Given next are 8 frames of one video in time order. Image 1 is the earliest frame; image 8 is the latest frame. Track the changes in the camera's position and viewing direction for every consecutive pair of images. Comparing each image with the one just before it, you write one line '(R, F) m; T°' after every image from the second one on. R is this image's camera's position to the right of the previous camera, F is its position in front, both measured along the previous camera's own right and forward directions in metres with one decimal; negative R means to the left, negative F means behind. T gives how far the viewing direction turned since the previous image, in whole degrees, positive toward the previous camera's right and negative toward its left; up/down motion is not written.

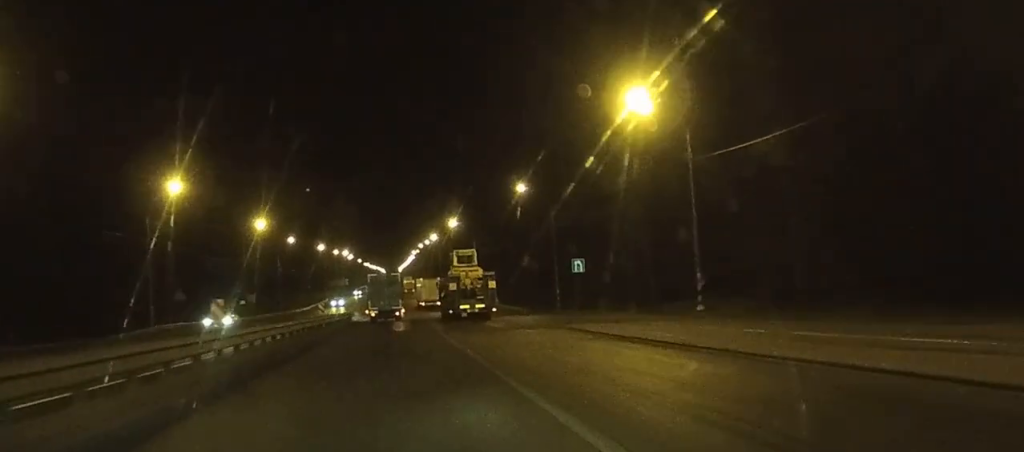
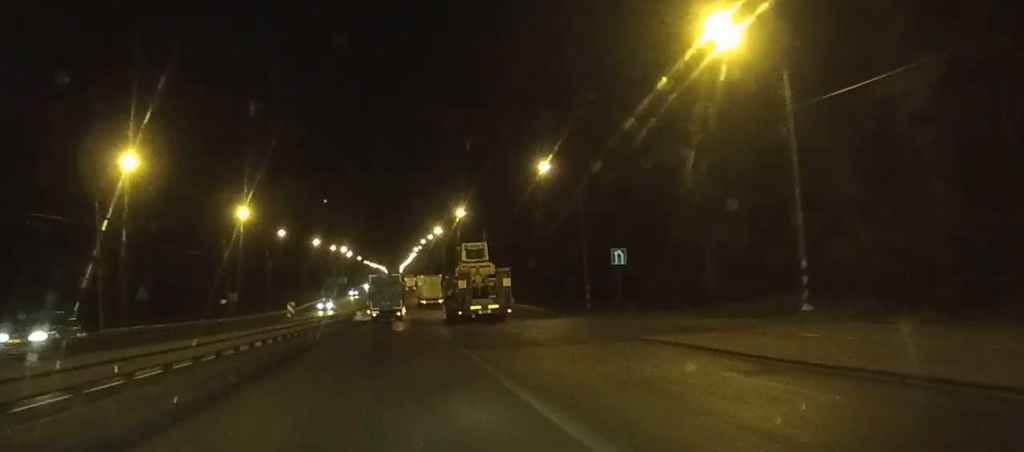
(0.0, +11.9) m; 0°
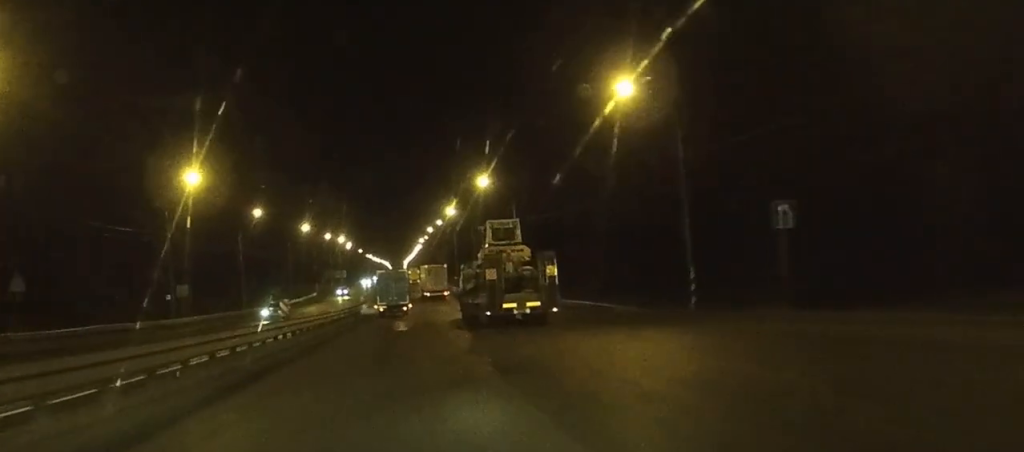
(-0.1, +23.2) m; 0°
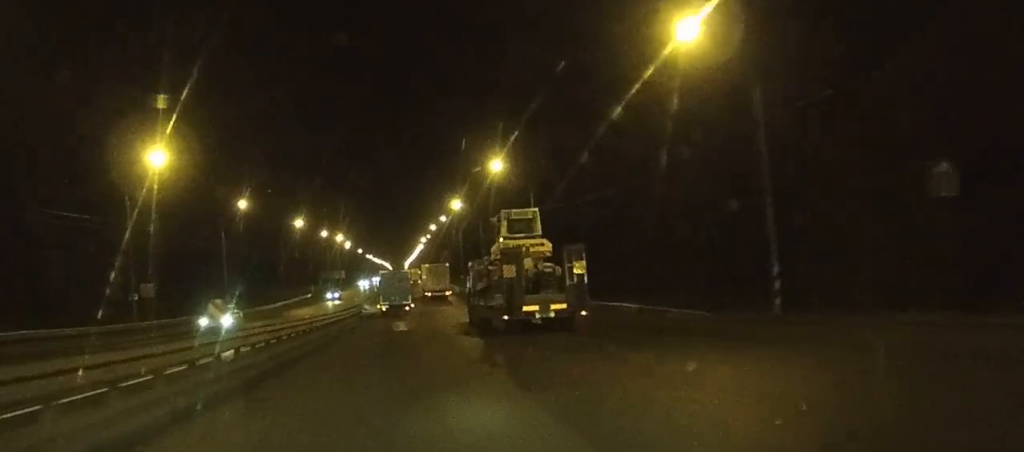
(0.0, +9.9) m; 0°
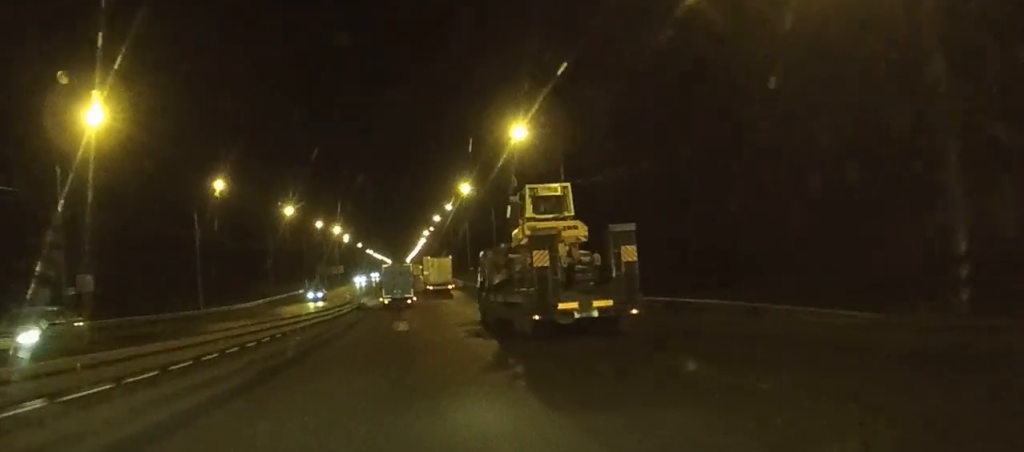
(0.0, +12.1) m; 0°
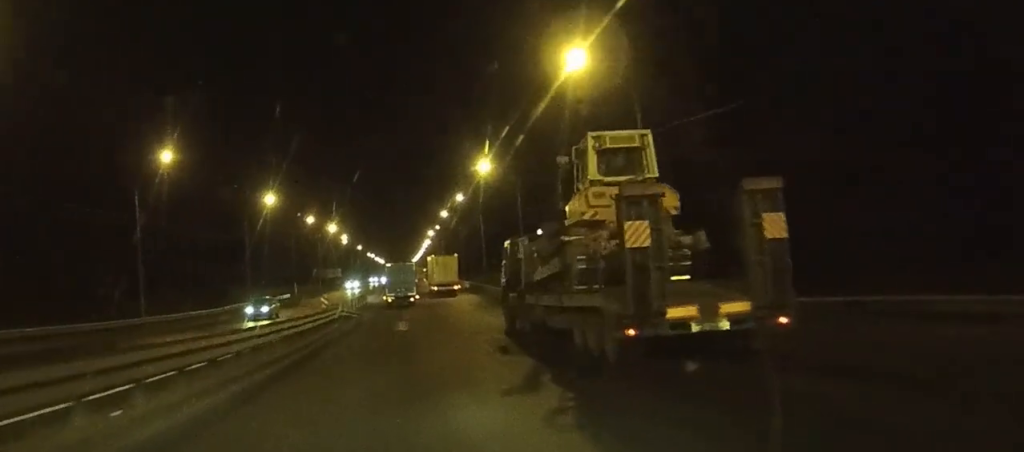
(0.0, +17.8) m; 0°
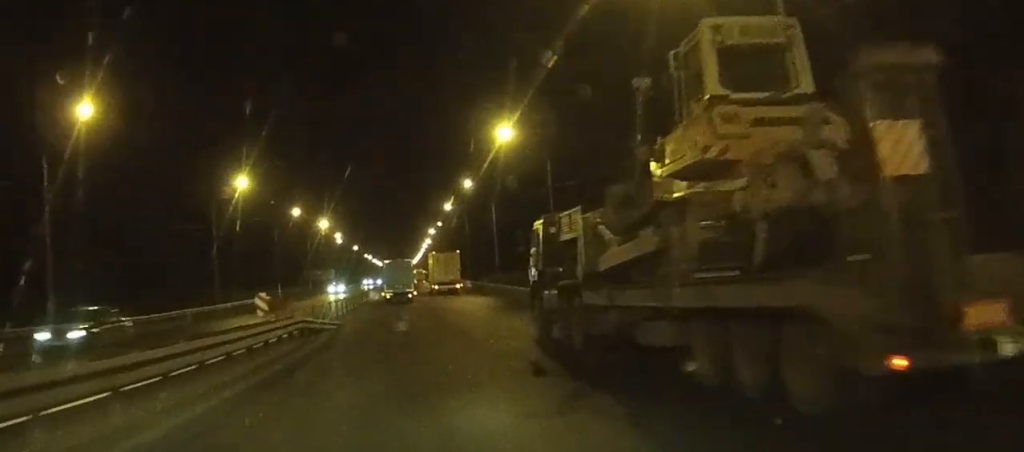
(0.0, +15.1) m; 0°
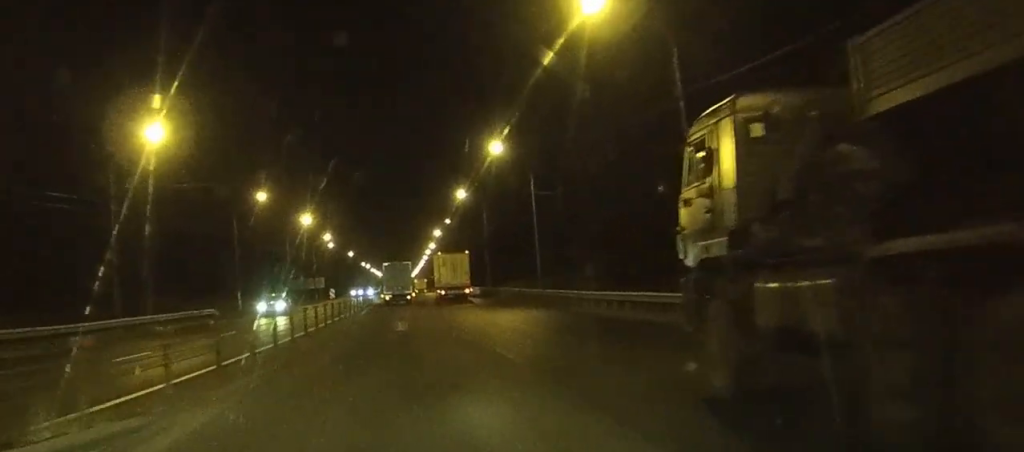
(0.0, +26.9) m; 0°
